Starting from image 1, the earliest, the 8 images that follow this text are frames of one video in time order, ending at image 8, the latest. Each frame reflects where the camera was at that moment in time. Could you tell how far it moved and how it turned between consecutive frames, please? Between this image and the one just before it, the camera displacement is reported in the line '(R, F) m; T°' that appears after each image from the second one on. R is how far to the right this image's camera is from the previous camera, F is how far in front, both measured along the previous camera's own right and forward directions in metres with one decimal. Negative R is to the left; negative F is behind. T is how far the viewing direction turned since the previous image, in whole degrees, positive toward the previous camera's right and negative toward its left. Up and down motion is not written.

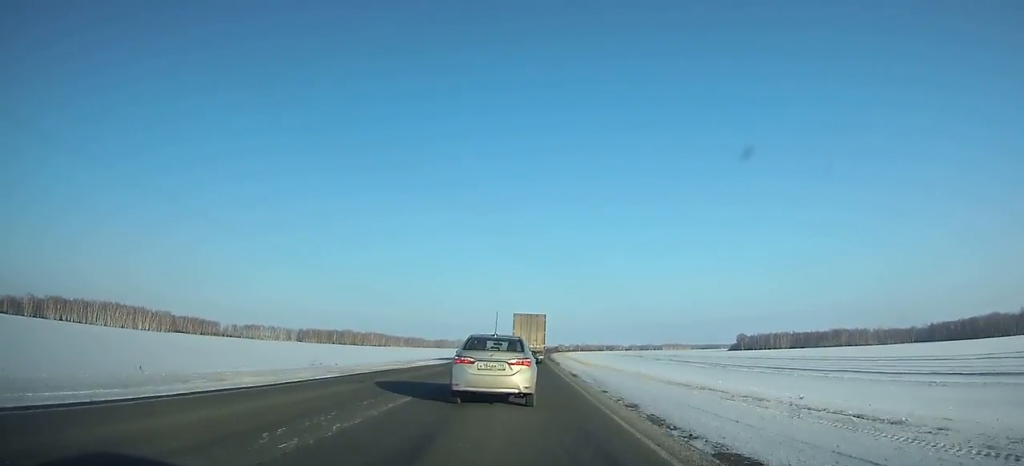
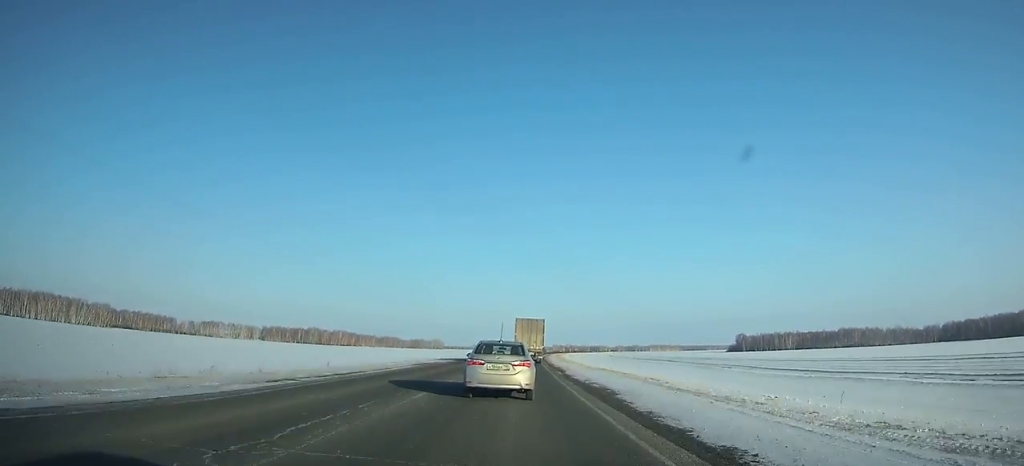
(+1.2, +58.7) m; +2°
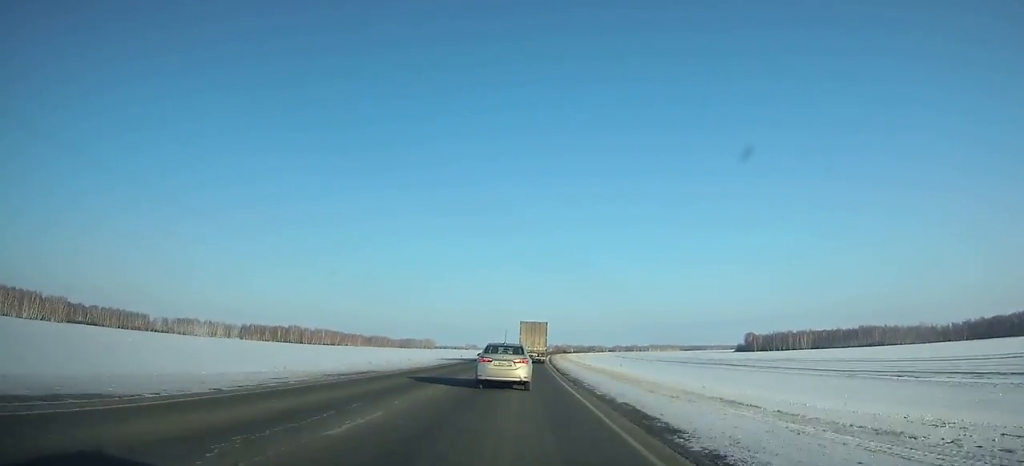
(+0.4, +44.4) m; +1°
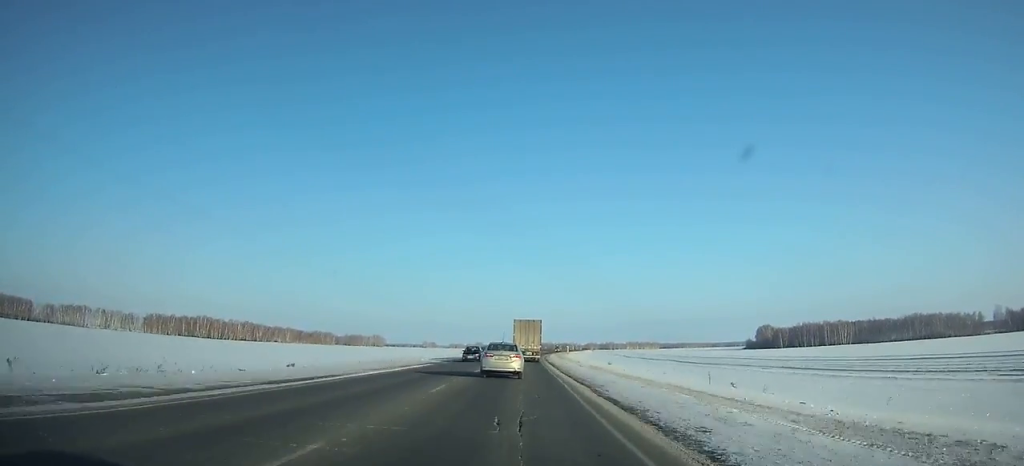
(+3.5, +123.1) m; +3°
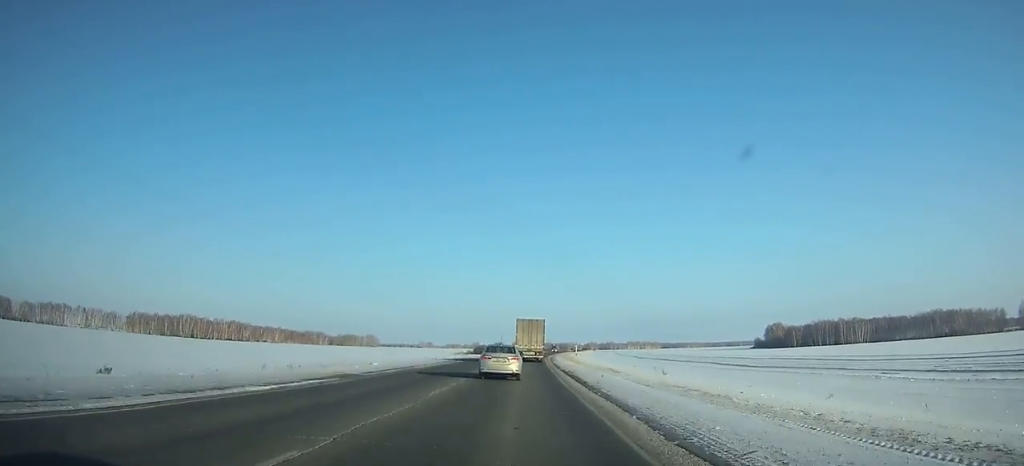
(+0.1, +23.8) m; 0°
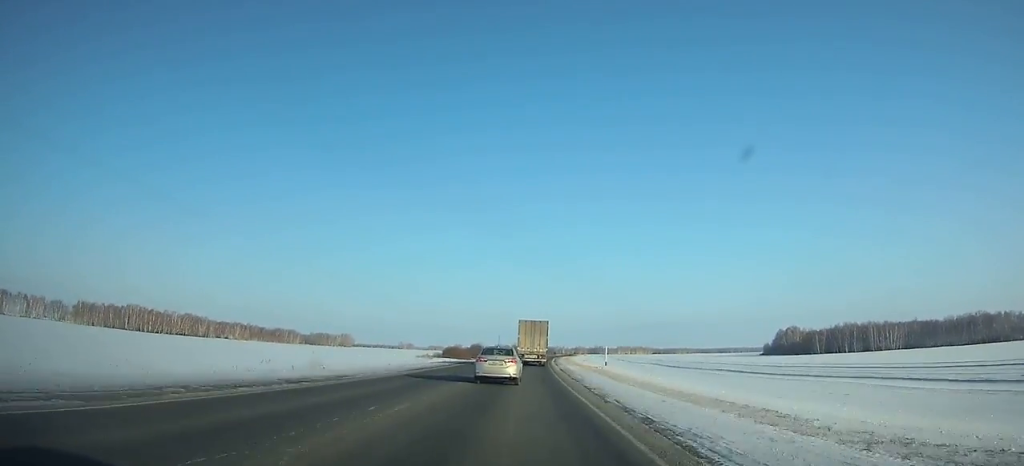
(+0.4, +52.9) m; +1°
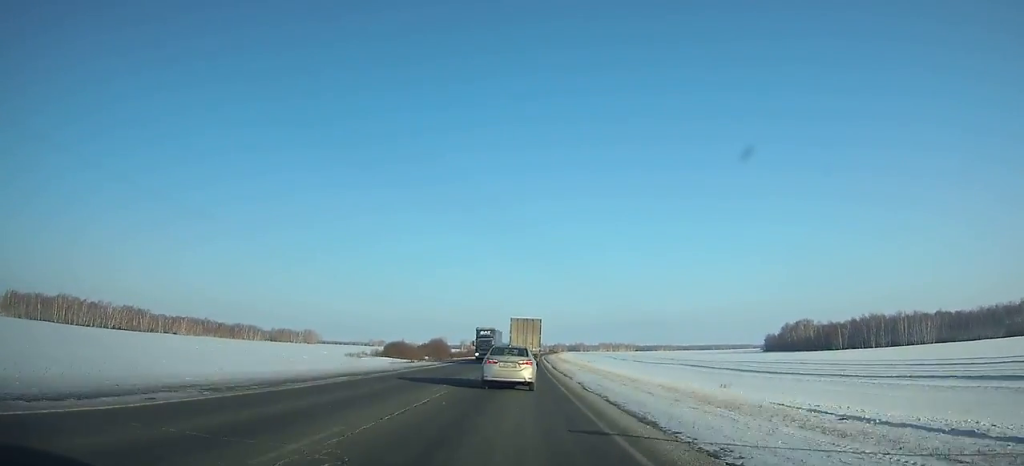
(+0.5, +50.3) m; +1°
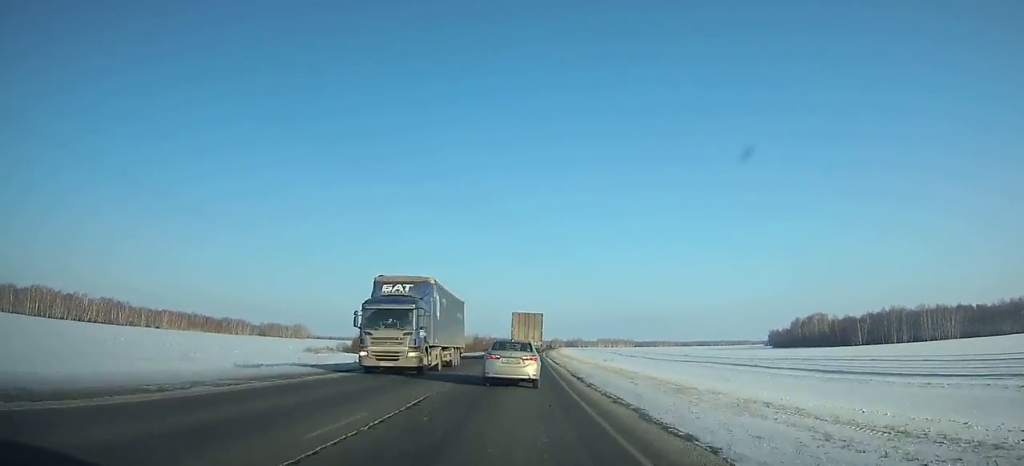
(0.0, +23.1) m; +1°
